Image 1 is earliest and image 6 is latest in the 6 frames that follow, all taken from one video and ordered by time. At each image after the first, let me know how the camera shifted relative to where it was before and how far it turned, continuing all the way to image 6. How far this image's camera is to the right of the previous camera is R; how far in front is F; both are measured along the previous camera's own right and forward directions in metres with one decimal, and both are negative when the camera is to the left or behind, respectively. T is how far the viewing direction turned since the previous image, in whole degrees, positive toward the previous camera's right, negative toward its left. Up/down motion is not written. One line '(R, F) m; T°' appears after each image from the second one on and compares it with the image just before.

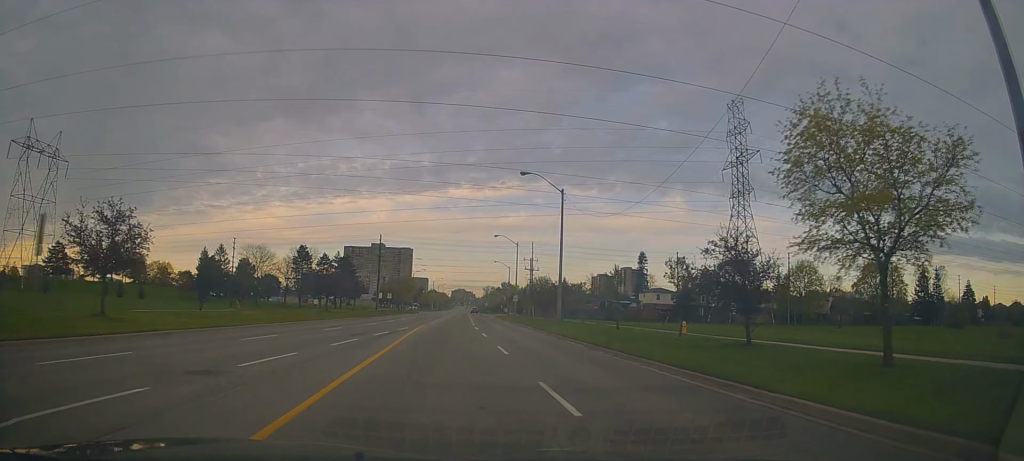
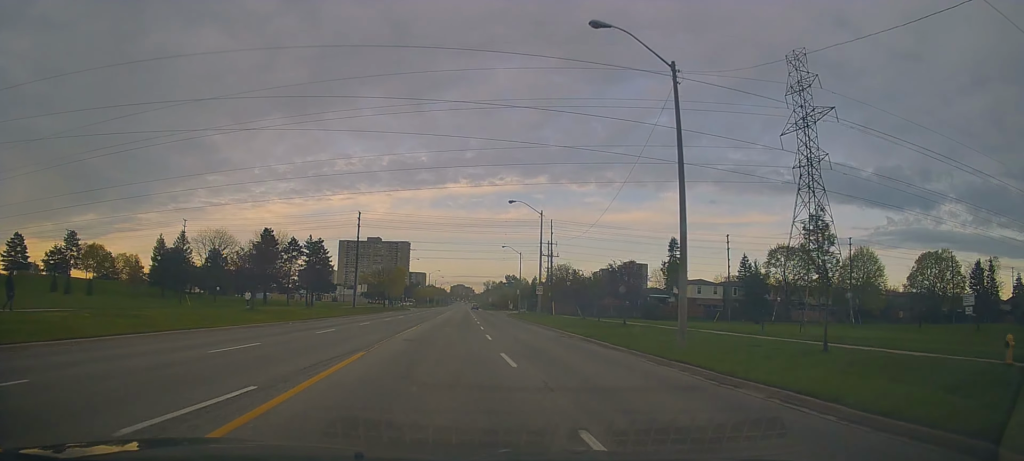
(-0.4, +22.5) m; -2°
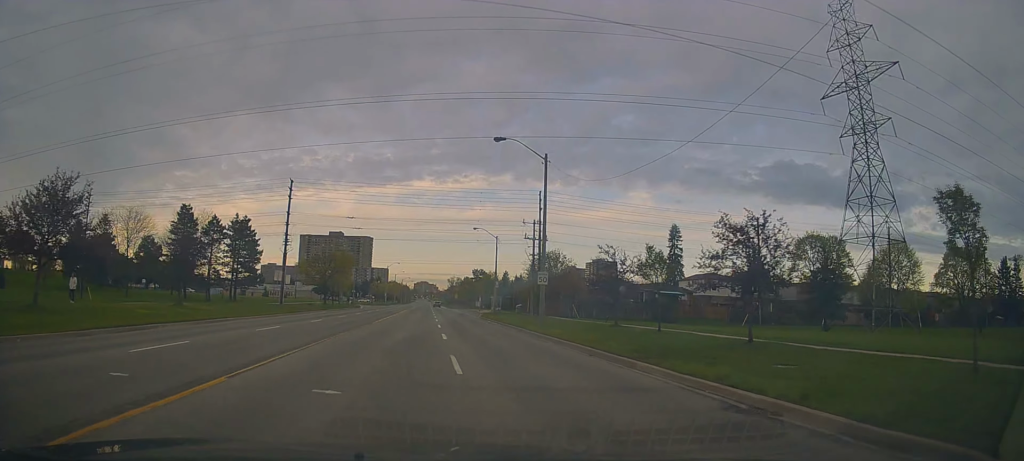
(+0.3, +20.2) m; +2°
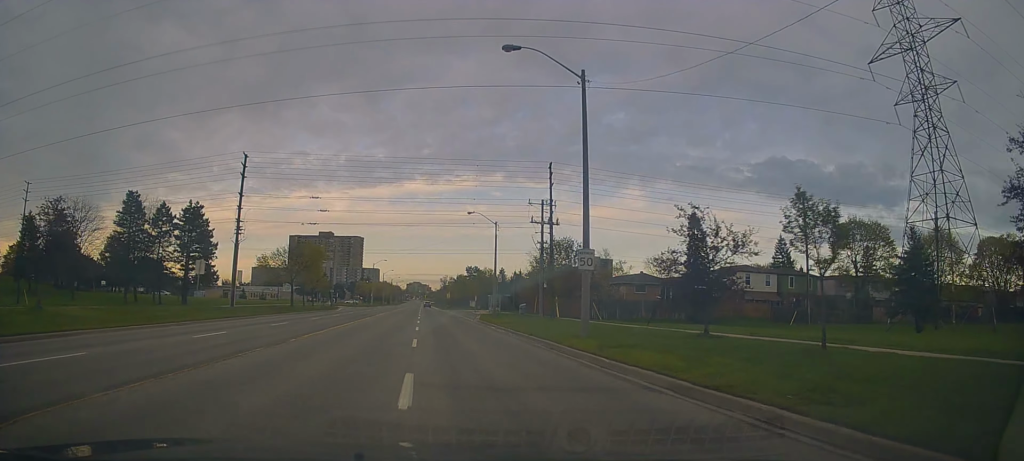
(0.0, +12.5) m; +1°
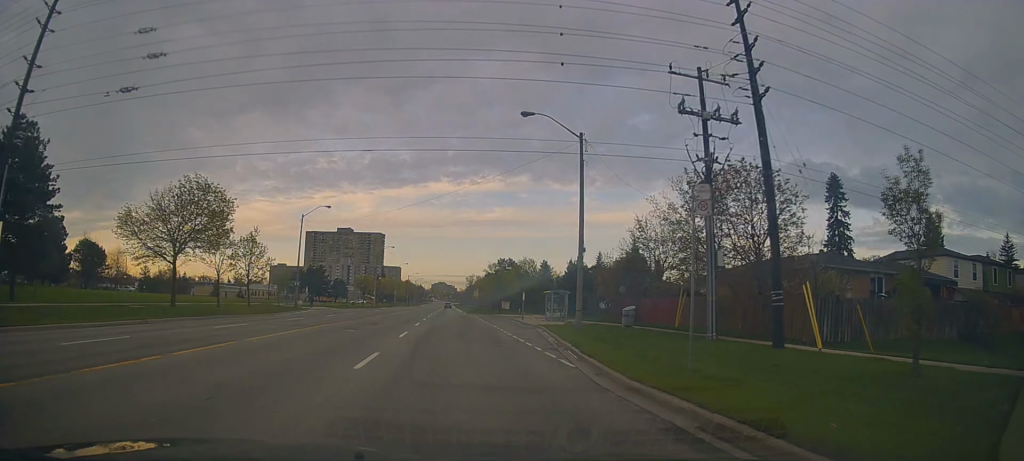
(-0.2, +34.1) m; 0°
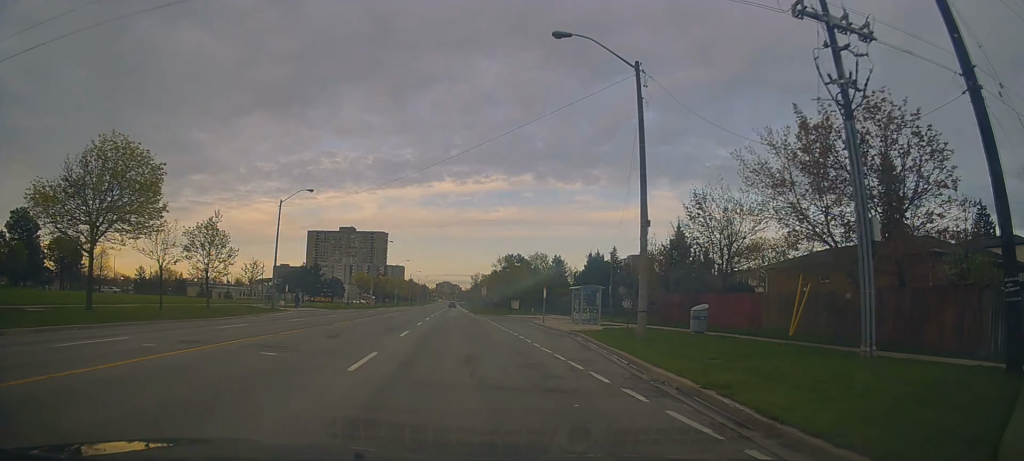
(+0.2, +9.5) m; +1°
